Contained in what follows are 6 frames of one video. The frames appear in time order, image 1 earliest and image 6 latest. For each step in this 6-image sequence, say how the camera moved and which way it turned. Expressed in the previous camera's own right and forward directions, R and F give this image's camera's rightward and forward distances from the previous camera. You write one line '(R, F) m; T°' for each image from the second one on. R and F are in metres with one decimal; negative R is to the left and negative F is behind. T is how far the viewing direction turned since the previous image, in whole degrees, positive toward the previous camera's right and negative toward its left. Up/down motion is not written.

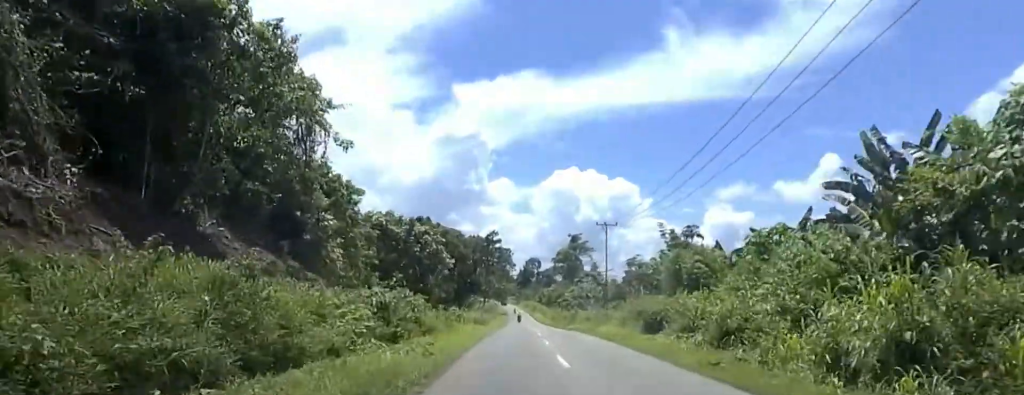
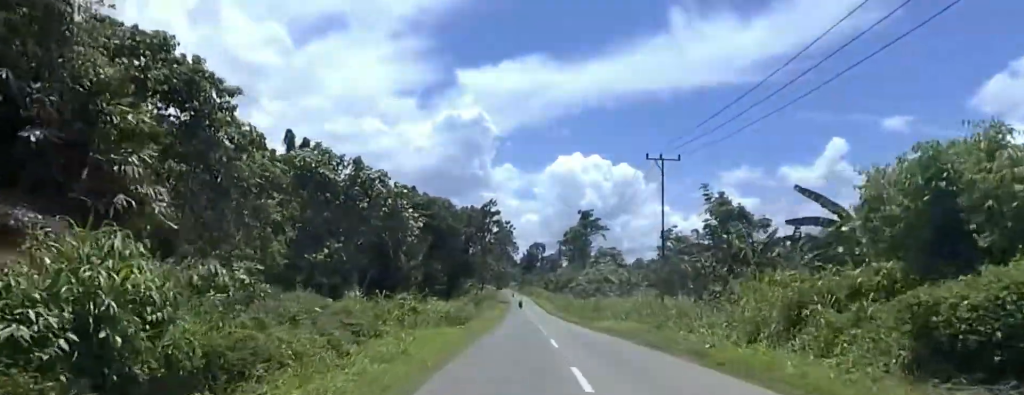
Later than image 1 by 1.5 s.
(-0.6, +21.0) m; -1°
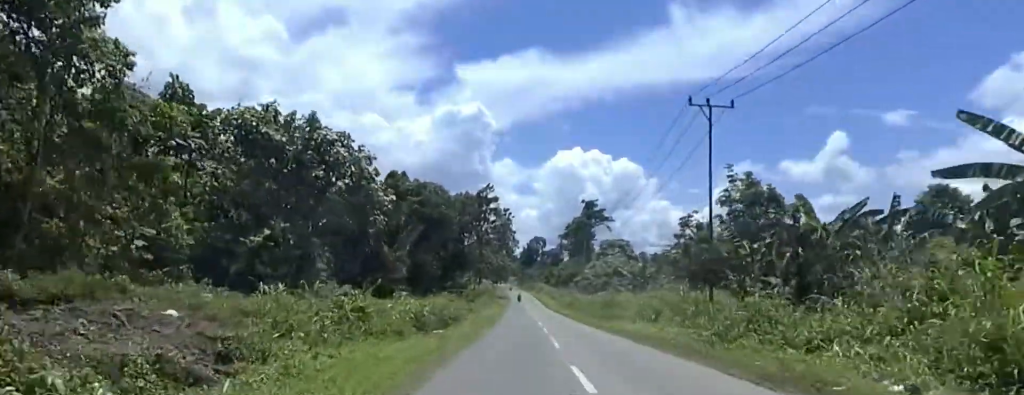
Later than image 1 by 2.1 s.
(-0.1, +8.4) m; +2°
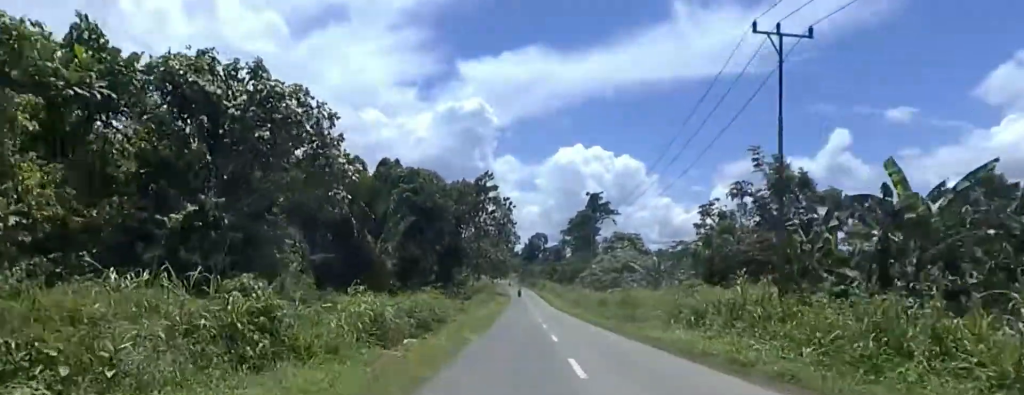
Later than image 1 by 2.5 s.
(+0.2, +6.6) m; +1°
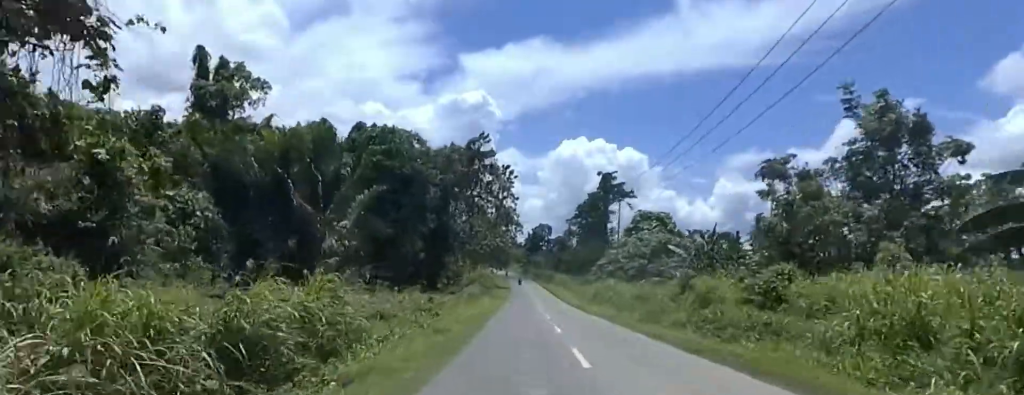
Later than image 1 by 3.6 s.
(+0.5, +15.6) m; +2°
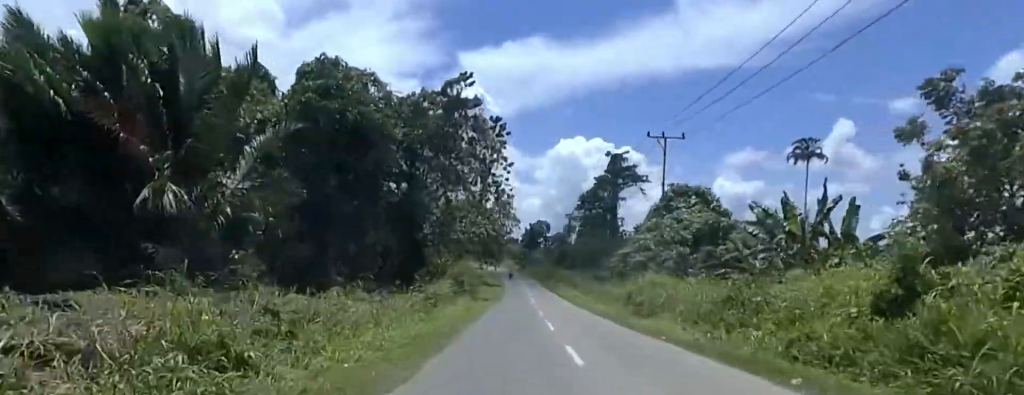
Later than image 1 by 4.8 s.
(-0.1, +16.6) m; -1°
